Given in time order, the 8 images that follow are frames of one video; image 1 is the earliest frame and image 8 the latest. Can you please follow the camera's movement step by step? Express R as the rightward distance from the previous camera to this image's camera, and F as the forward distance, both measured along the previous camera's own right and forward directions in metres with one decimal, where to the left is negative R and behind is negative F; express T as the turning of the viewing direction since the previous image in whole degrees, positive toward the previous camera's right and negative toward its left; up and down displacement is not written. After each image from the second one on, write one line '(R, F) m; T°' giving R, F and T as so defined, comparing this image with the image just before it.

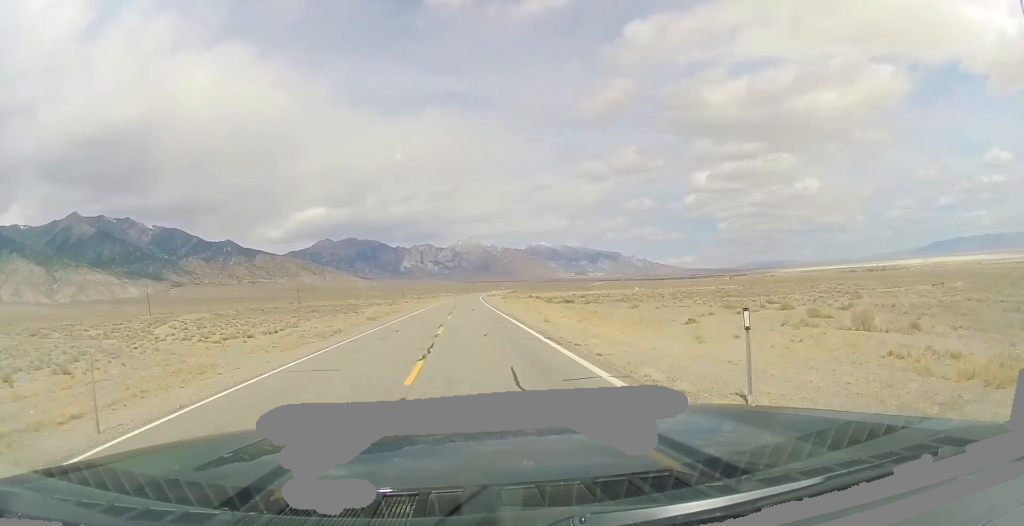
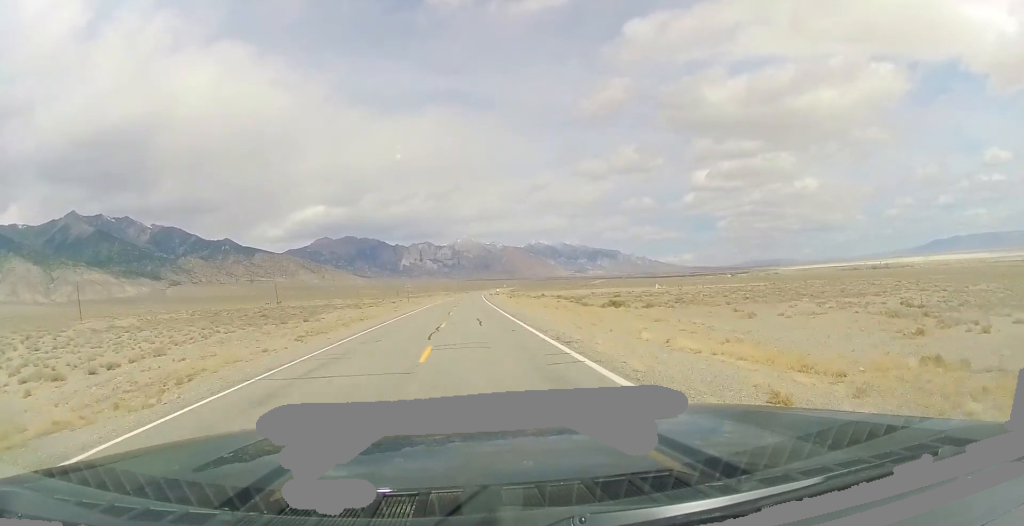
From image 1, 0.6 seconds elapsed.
(0.0, +21.2) m; 0°
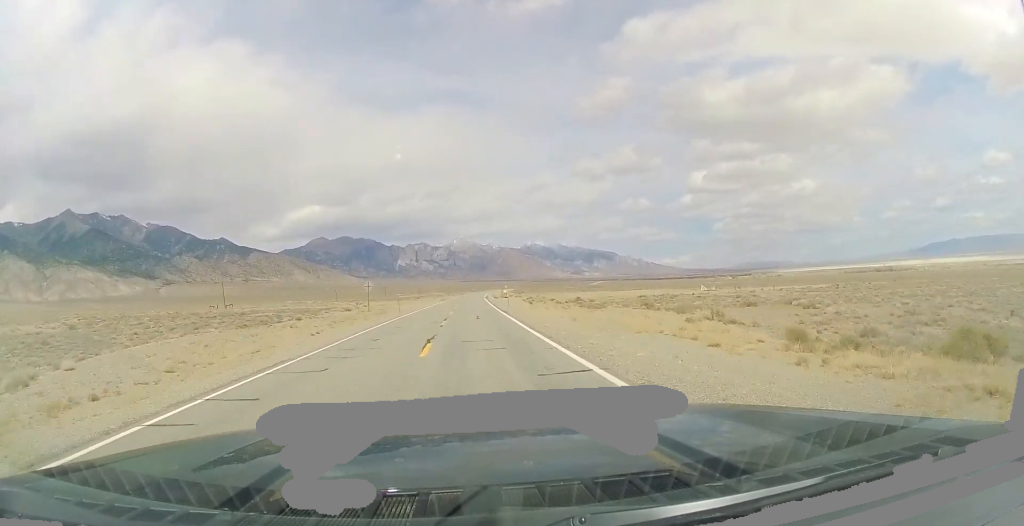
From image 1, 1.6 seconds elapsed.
(0.0, +35.6) m; 0°
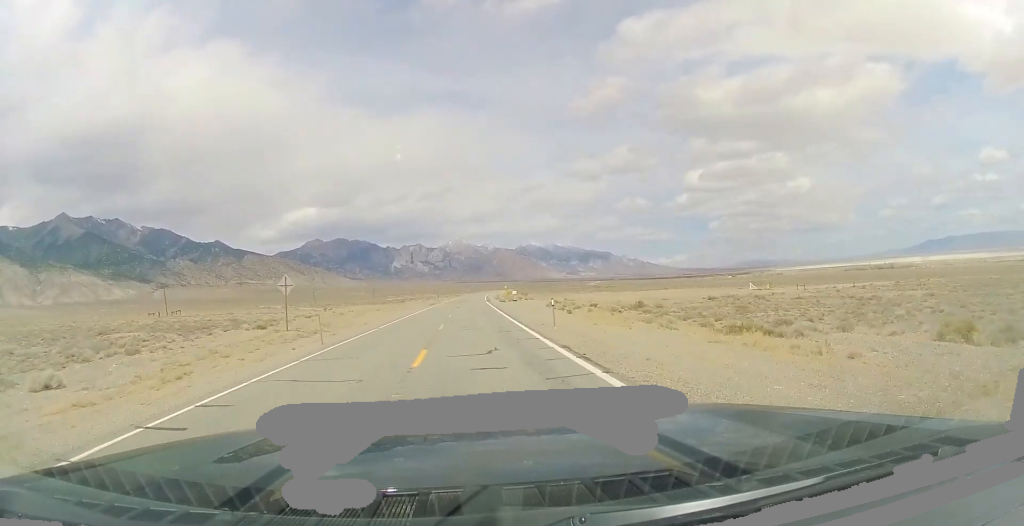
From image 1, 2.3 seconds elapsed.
(0.0, +26.2) m; +1°
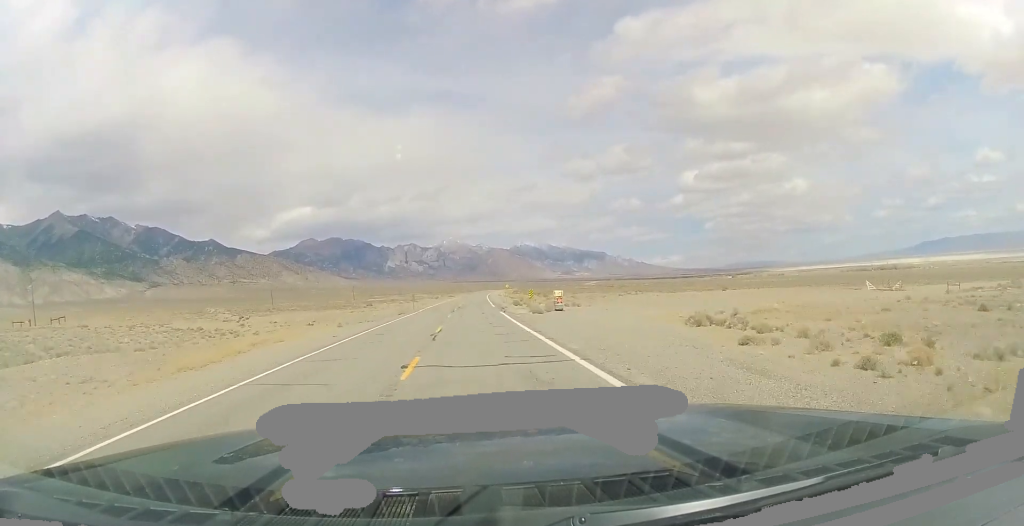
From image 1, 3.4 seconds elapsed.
(+0.4, +38.3) m; +1°
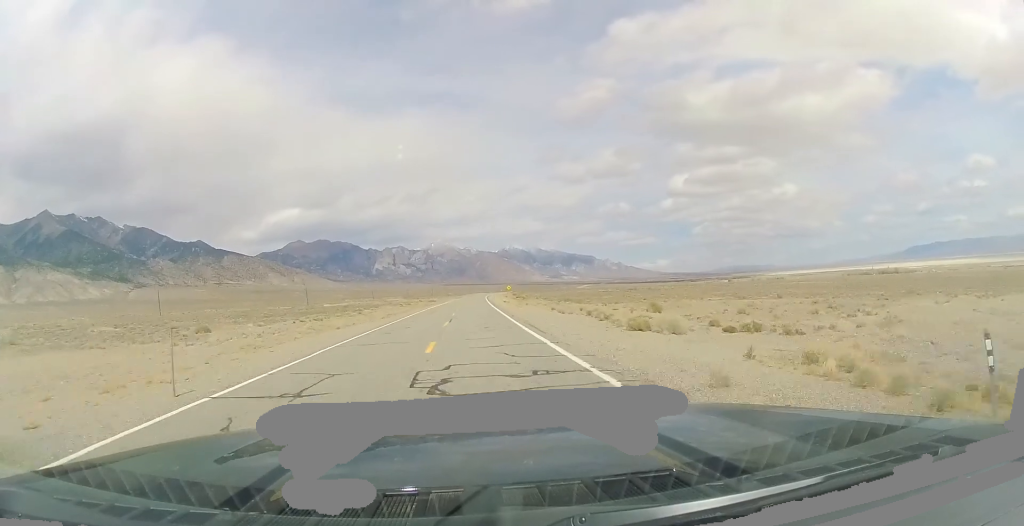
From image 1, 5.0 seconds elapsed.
(+0.8, +56.2) m; +1°
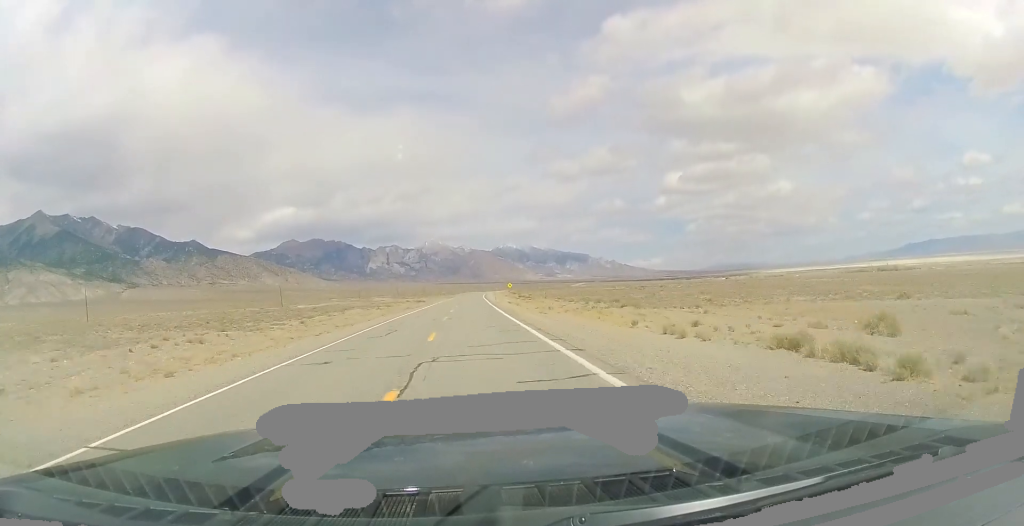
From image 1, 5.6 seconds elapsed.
(0.0, +21.5) m; 0°
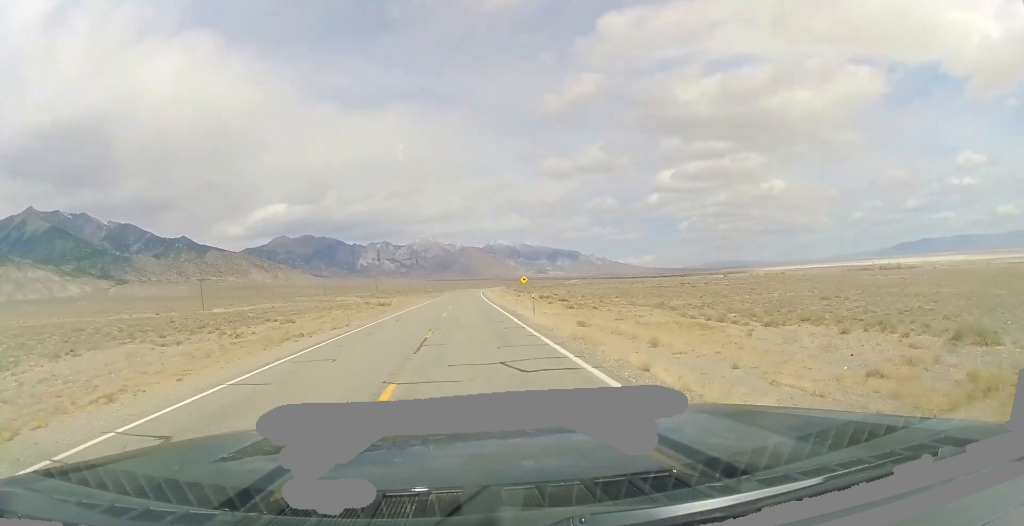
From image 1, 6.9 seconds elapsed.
(+0.6, +48.0) m; +2°
